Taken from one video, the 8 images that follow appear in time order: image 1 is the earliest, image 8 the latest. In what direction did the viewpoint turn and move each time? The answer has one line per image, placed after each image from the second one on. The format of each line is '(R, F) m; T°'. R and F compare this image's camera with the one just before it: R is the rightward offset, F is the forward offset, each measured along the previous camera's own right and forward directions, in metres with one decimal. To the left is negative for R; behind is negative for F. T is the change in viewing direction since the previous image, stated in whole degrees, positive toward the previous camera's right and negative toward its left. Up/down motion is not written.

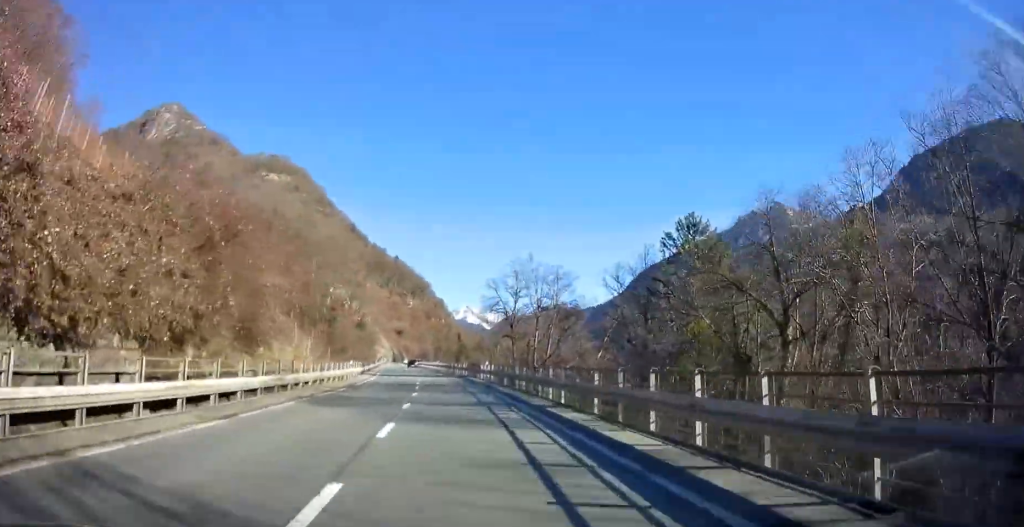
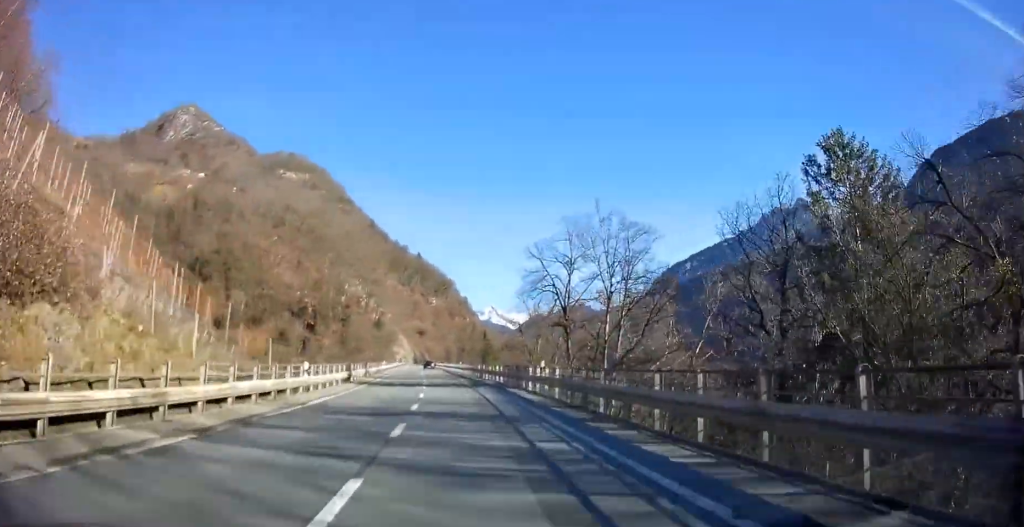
(-0.3, +17.9) m; -2°
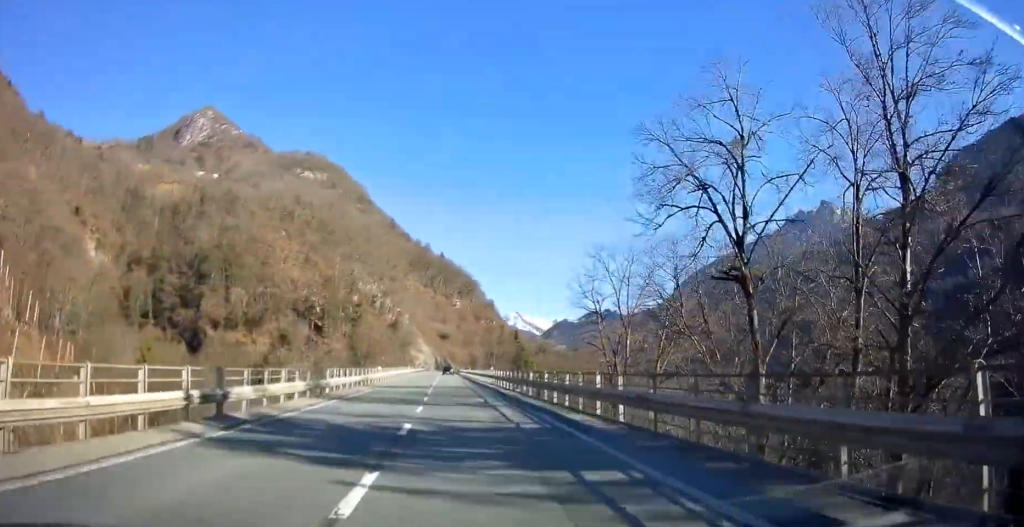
(-0.3, +23.4) m; -3°
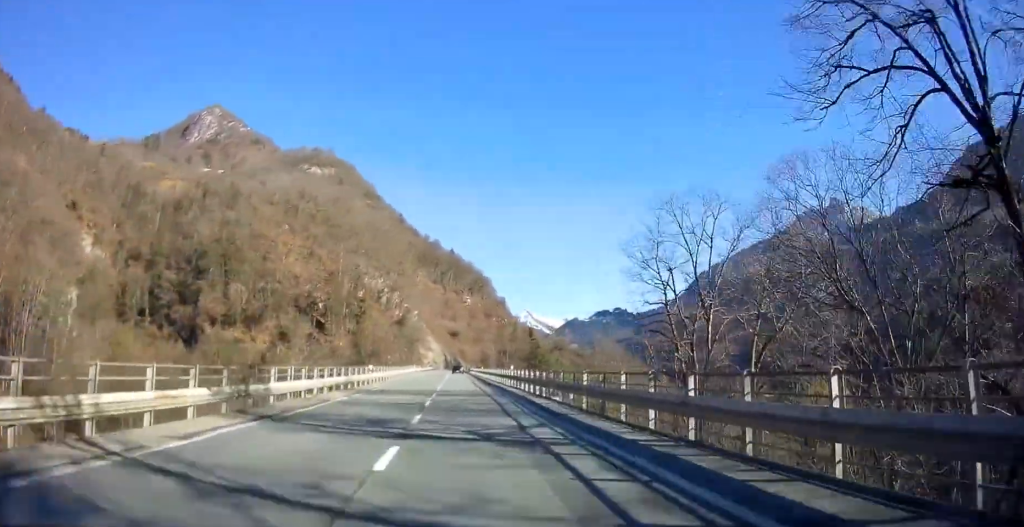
(-0.3, +10.2) m; -1°
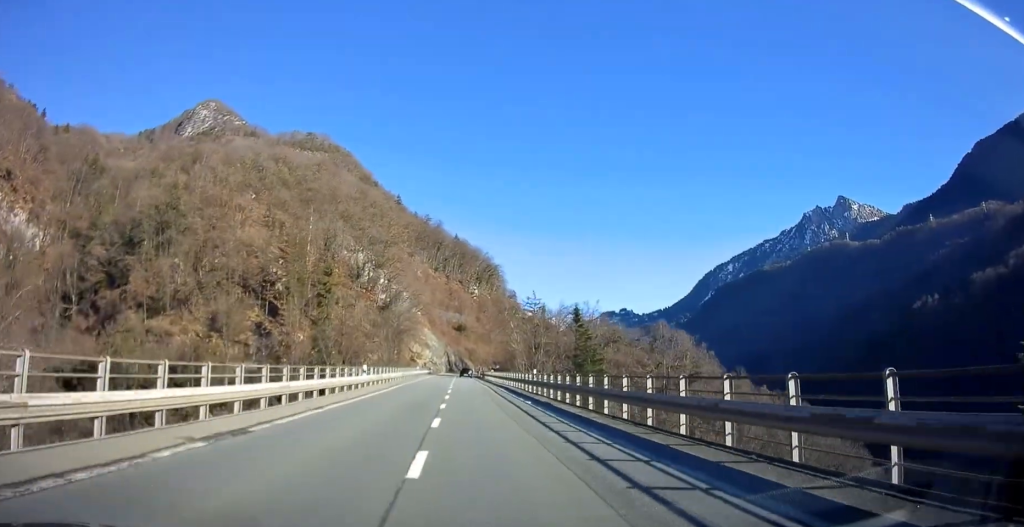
(-1.2, +47.6) m; -1°
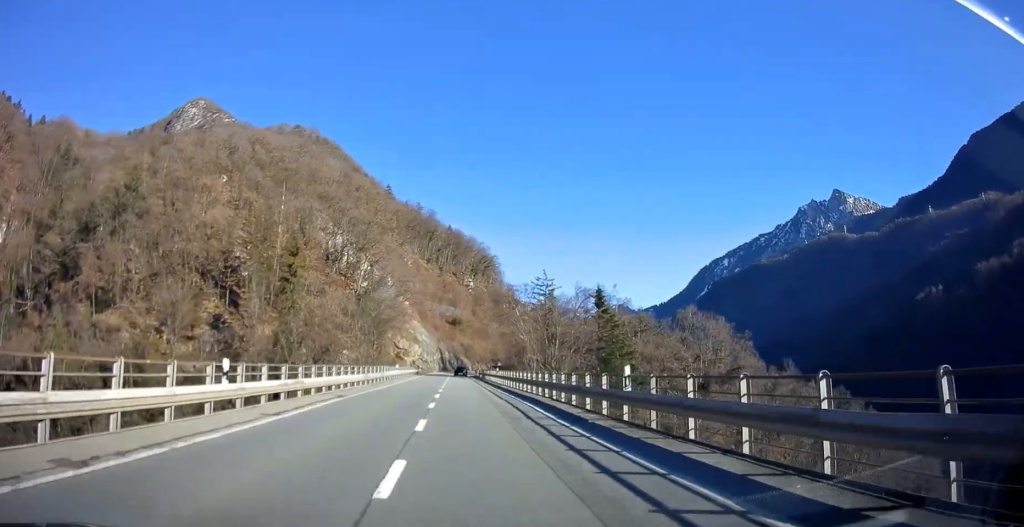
(+0.2, +18.2) m; +1°
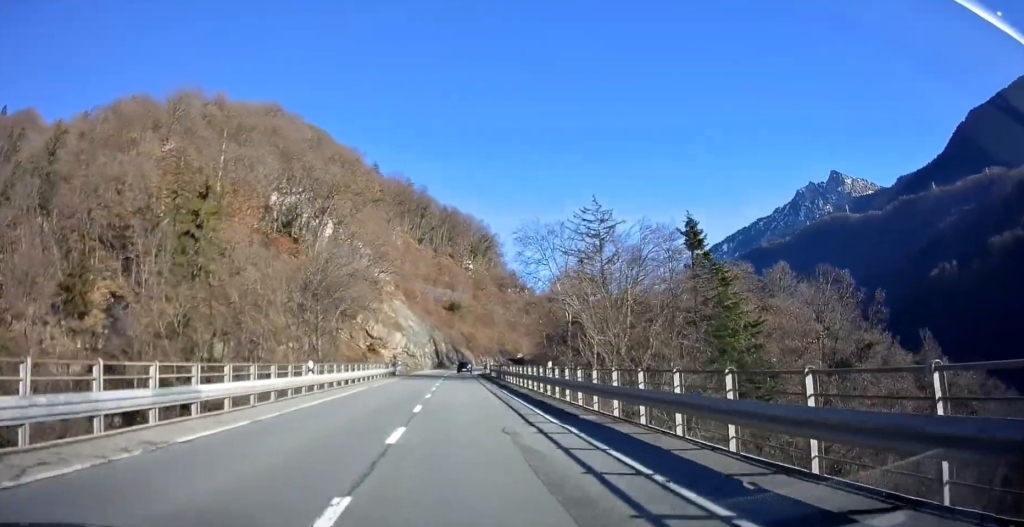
(+0.1, +32.9) m; -1°
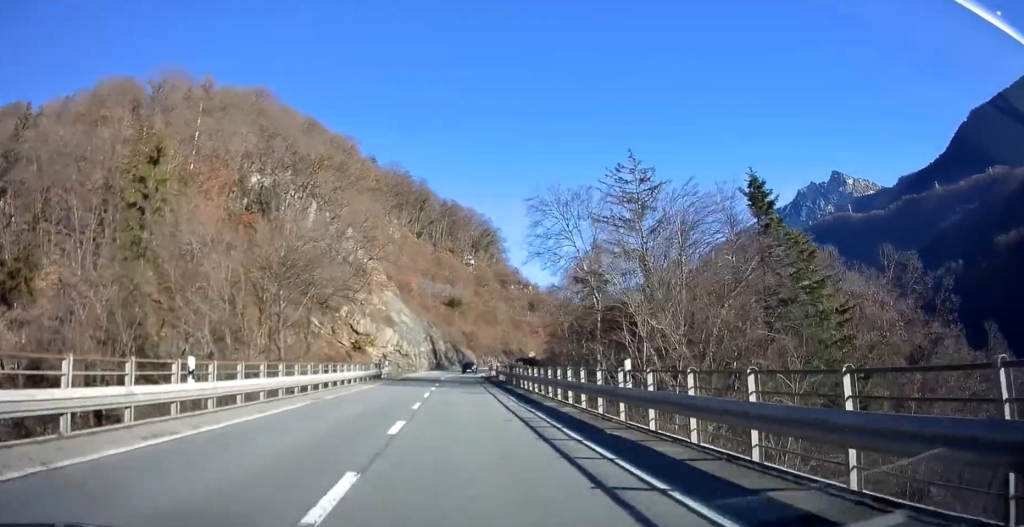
(-0.1, +10.6) m; 0°
